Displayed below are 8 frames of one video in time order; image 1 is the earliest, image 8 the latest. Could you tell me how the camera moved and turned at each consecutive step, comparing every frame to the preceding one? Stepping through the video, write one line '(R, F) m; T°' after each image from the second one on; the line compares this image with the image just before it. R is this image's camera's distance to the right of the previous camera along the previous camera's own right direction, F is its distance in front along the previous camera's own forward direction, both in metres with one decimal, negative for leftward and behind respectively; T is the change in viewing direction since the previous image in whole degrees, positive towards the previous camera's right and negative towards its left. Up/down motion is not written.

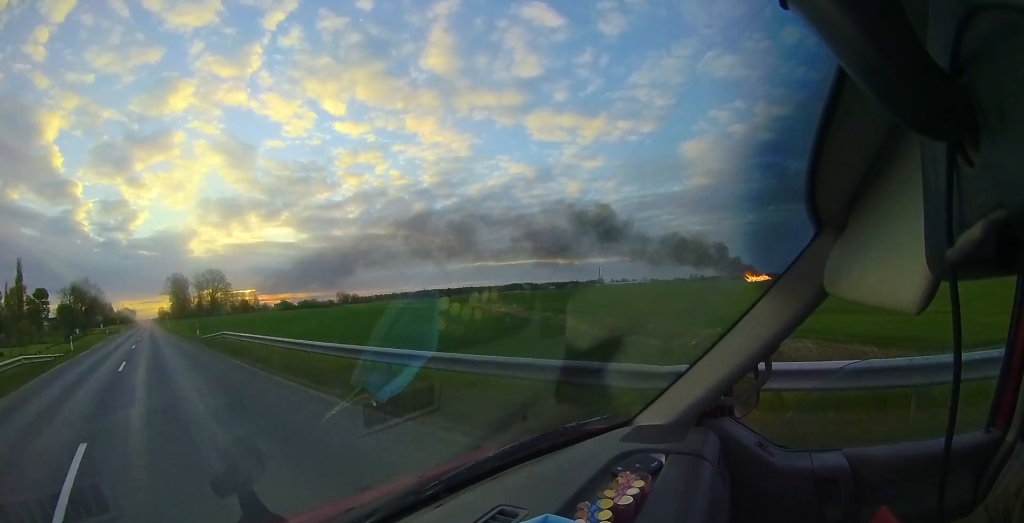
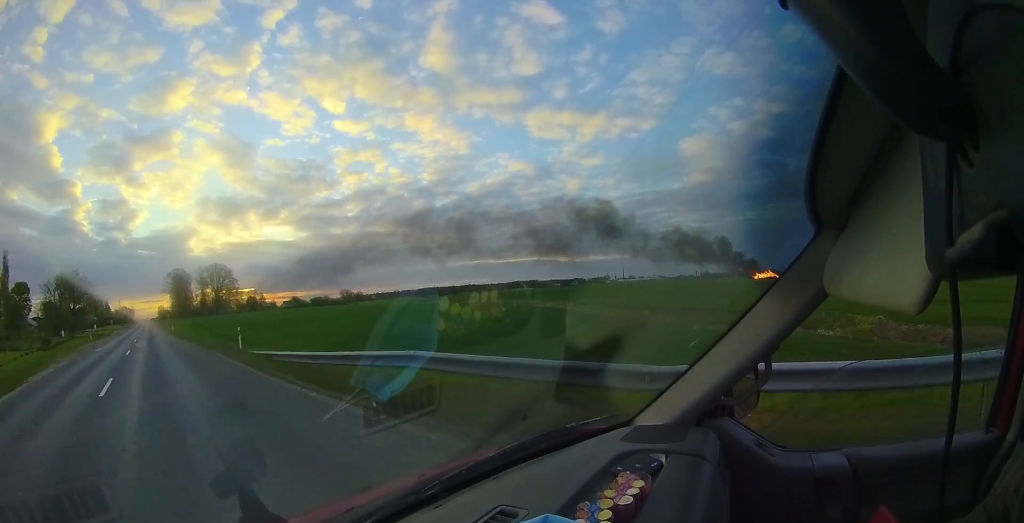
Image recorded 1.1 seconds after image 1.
(-0.2, +17.2) m; +2°
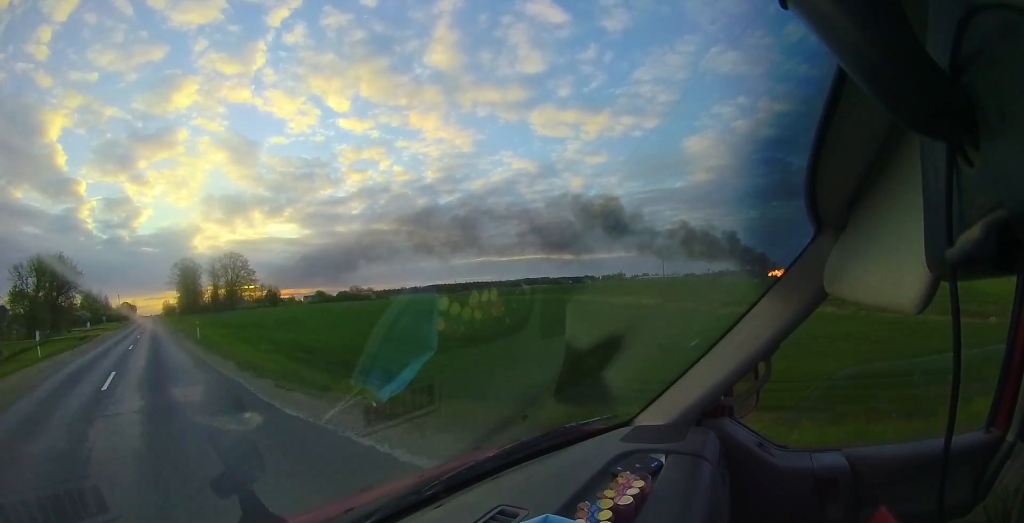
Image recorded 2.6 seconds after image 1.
(+0.8, +23.5) m; +2°
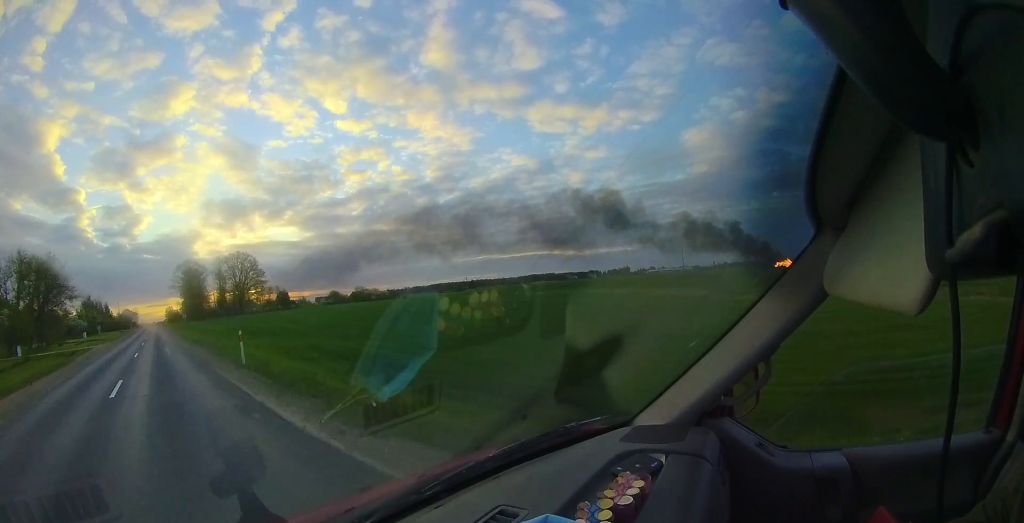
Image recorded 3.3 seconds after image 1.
(+0.1, +11.6) m; 0°
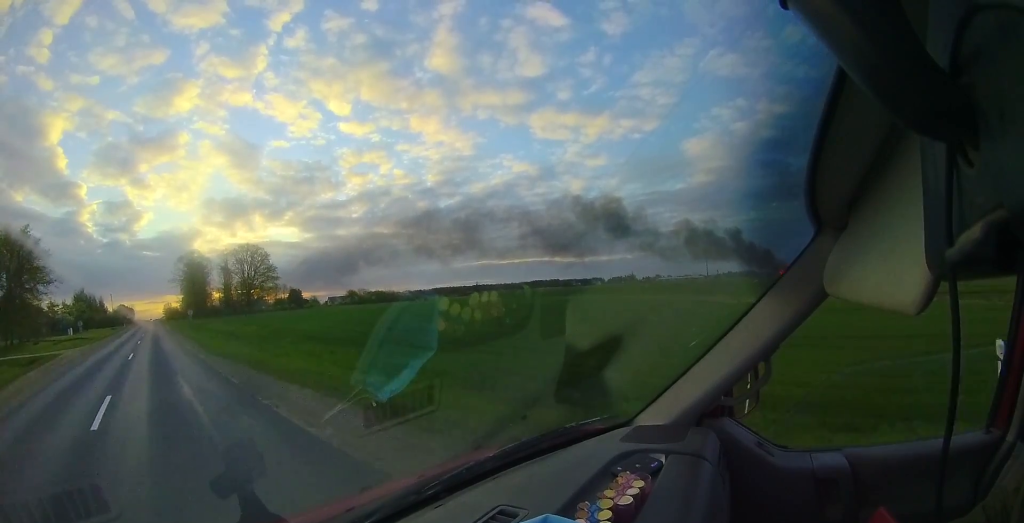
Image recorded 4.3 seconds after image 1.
(+0.1, +15.4) m; 0°
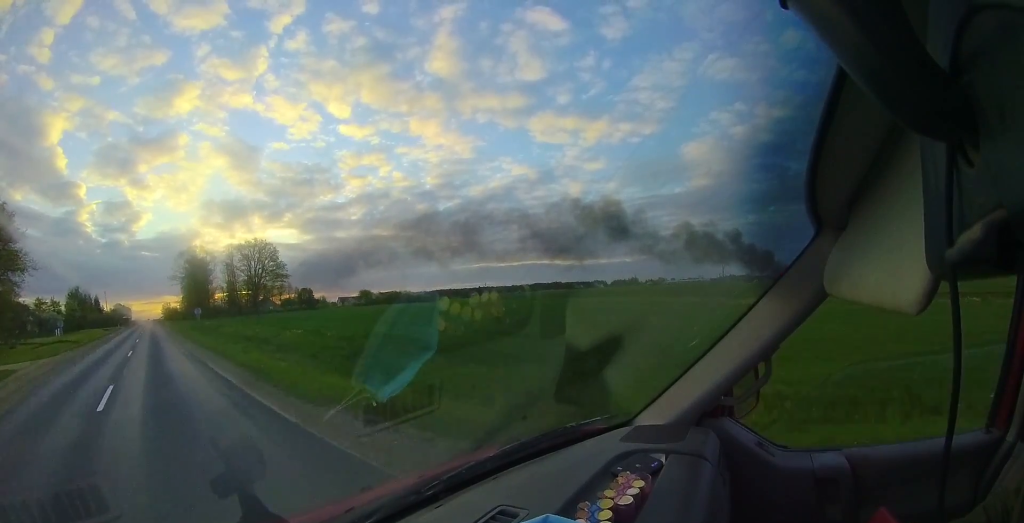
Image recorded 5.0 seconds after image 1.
(-0.2, +10.9) m; -1°
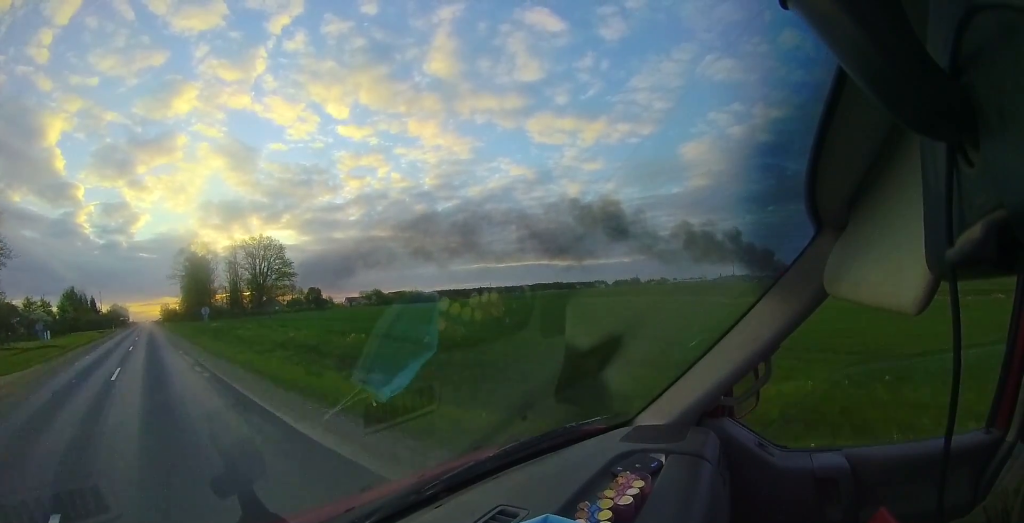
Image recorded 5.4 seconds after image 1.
(0.0, +7.5) m; 0°
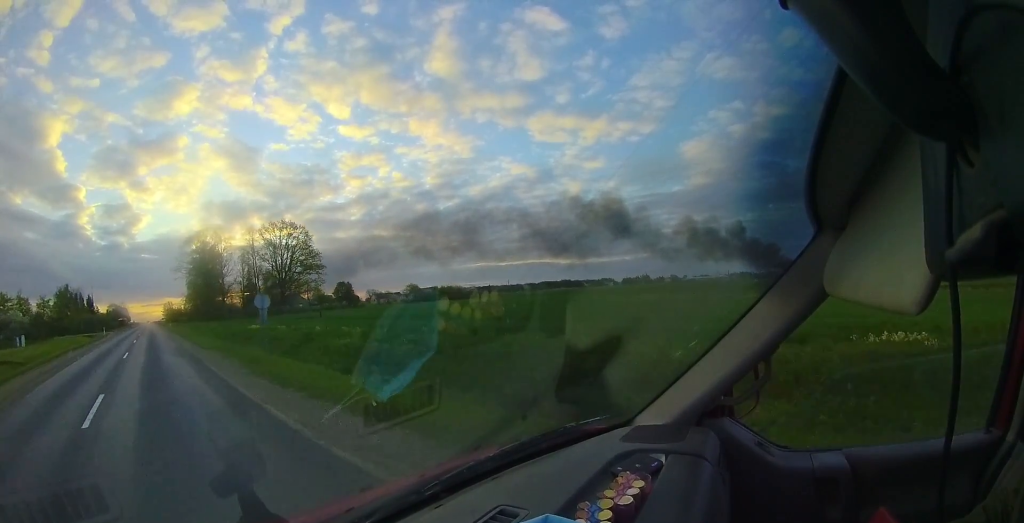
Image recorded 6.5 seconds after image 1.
(-0.1, +17.4) m; 0°
